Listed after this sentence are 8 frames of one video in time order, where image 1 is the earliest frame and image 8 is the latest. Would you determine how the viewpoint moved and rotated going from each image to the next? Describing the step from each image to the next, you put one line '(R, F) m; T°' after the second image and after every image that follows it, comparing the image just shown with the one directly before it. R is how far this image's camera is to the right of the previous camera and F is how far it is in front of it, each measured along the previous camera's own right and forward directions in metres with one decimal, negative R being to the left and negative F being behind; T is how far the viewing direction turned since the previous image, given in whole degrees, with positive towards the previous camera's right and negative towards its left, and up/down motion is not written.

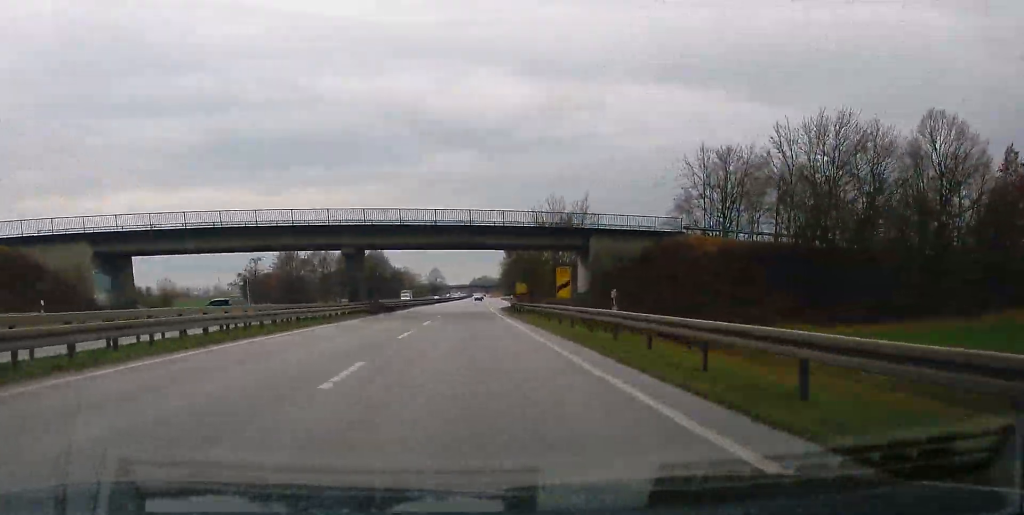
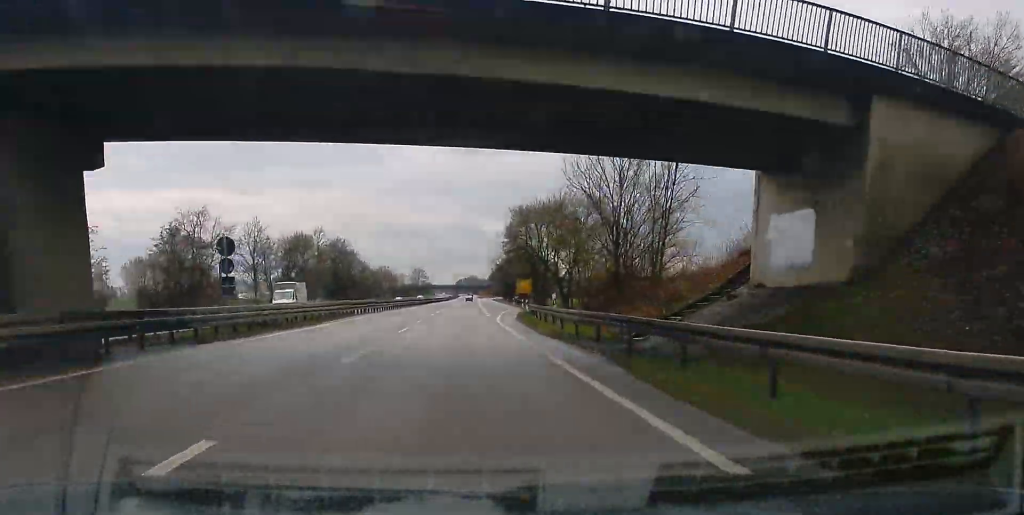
(+0.4, +43.3) m; +1°
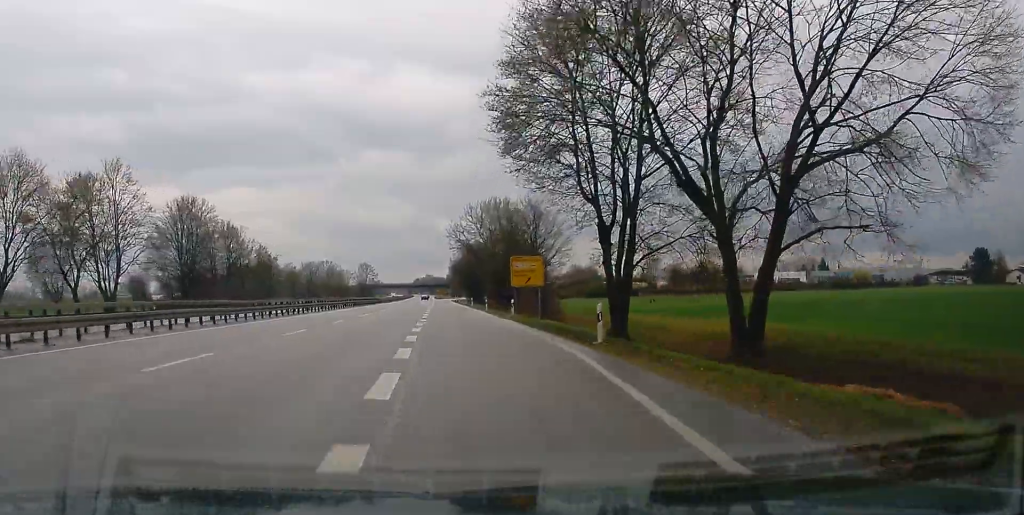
(+1.1, +74.5) m; +1°
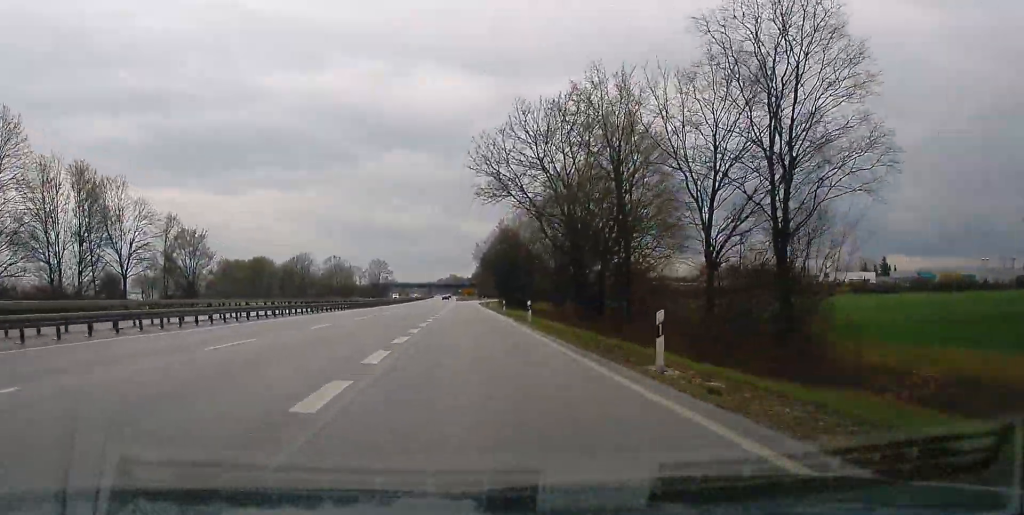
(-0.1, +54.9) m; 0°
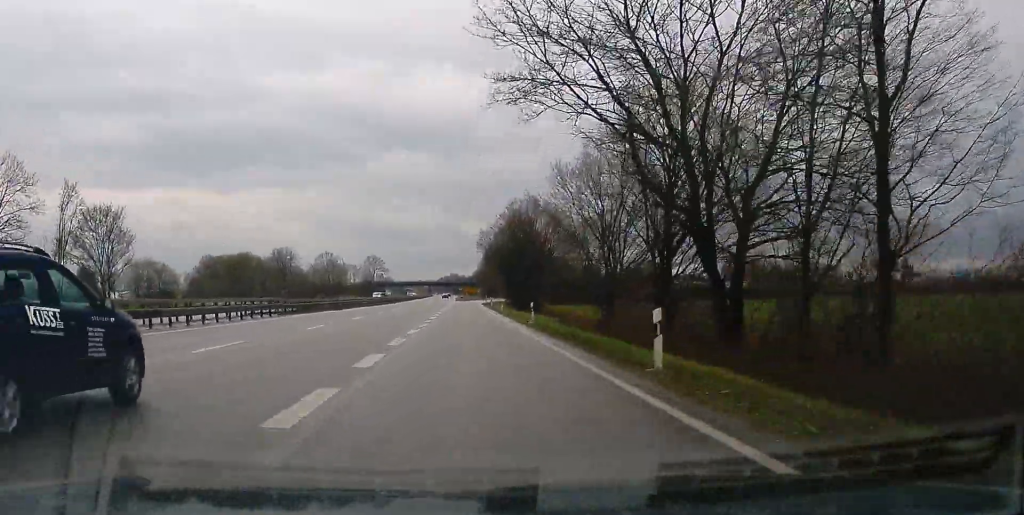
(-0.1, +24.2) m; 0°
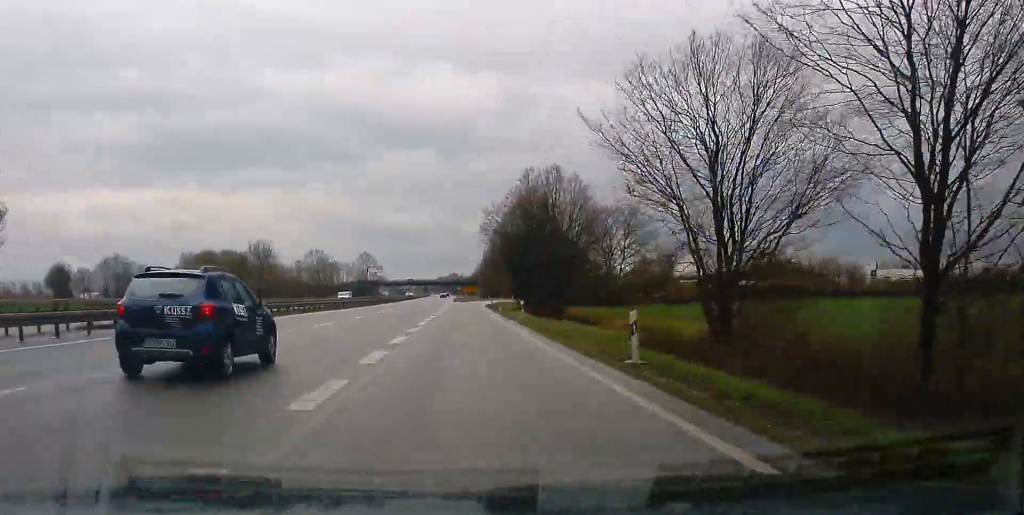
(-0.1, +22.3) m; 0°
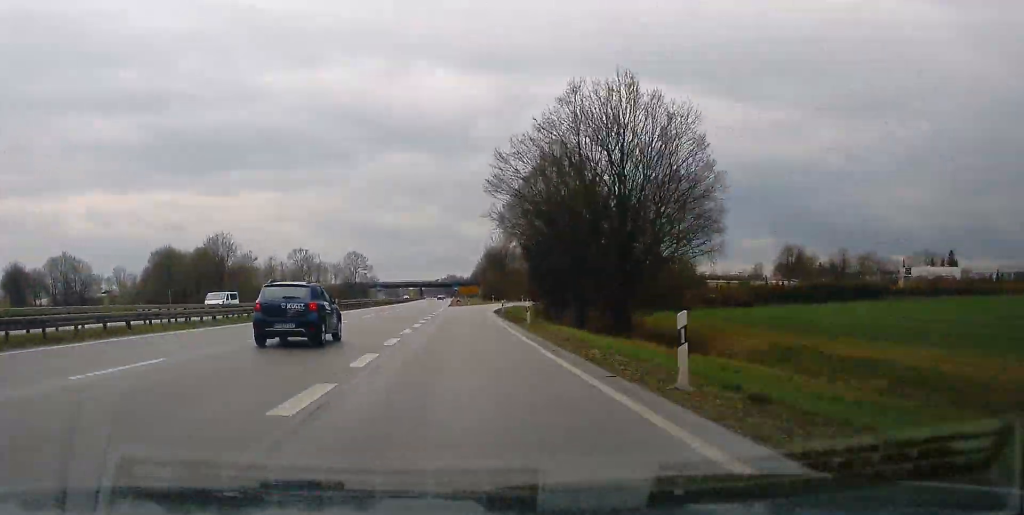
(0.0, +29.3) m; +1°
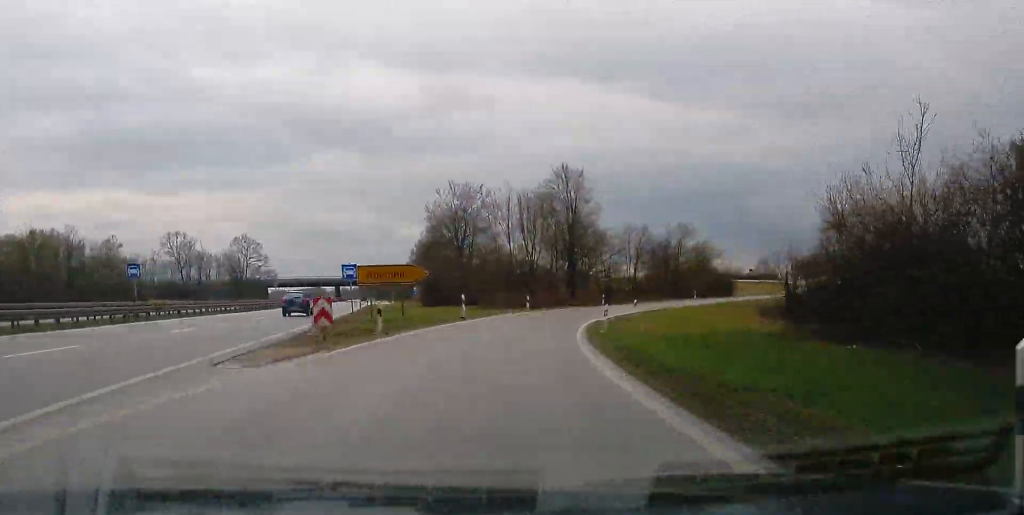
(+2.9, +80.2) m; +10°
